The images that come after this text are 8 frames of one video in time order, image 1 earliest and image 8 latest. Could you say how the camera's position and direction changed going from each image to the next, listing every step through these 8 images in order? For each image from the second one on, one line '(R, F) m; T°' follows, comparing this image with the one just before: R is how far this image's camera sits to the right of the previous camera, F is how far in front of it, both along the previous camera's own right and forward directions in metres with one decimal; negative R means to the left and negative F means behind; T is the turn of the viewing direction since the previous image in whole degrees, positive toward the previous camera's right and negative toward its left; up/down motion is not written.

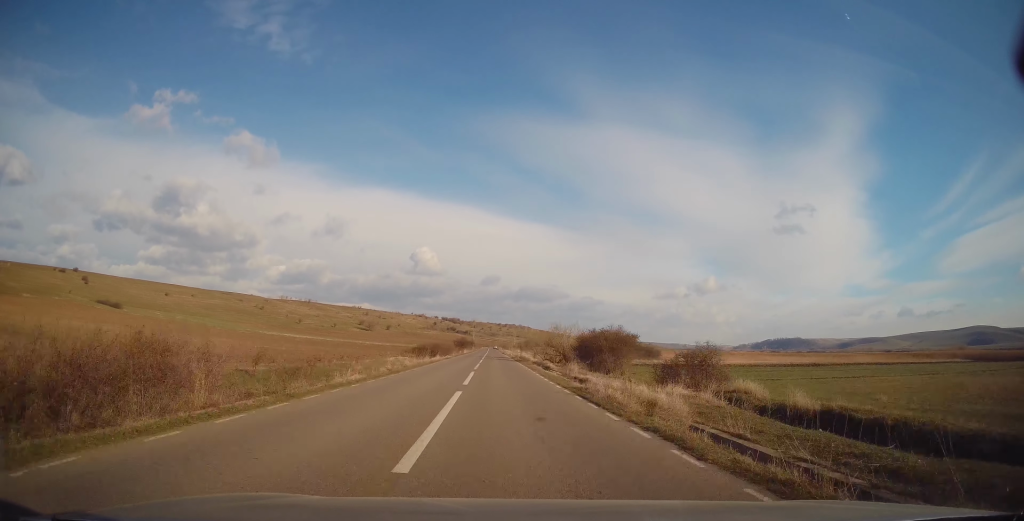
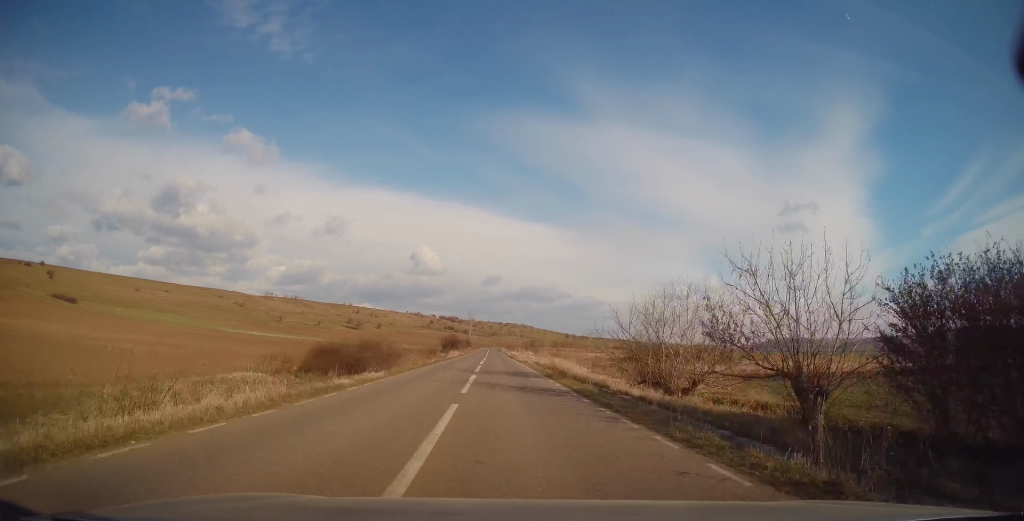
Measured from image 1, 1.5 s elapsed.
(+0.4, +39.7) m; +1°
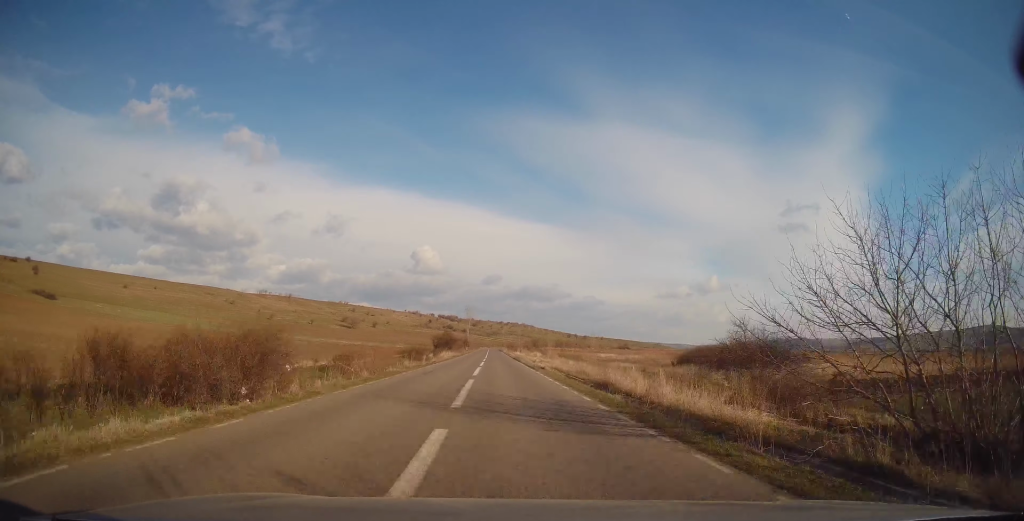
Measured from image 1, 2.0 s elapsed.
(+0.2, +14.9) m; 0°
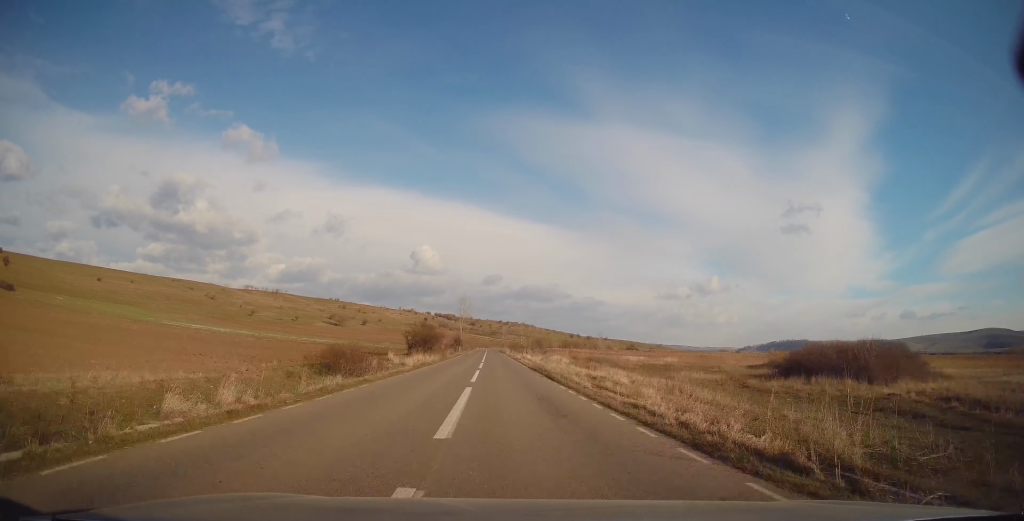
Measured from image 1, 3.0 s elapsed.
(-0.4, +27.6) m; -1°
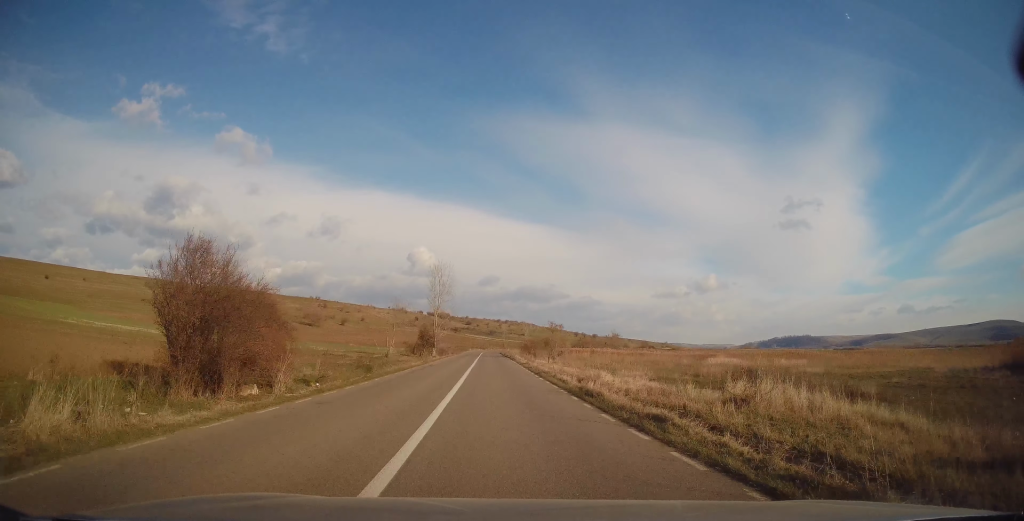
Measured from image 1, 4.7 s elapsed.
(-0.1, +45.8) m; 0°
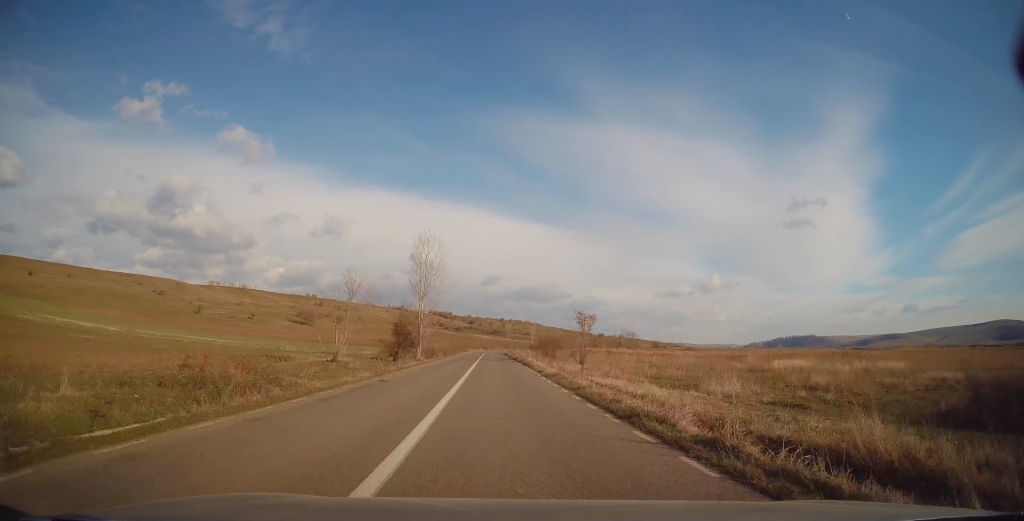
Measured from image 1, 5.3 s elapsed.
(0.0, +16.9) m; 0°
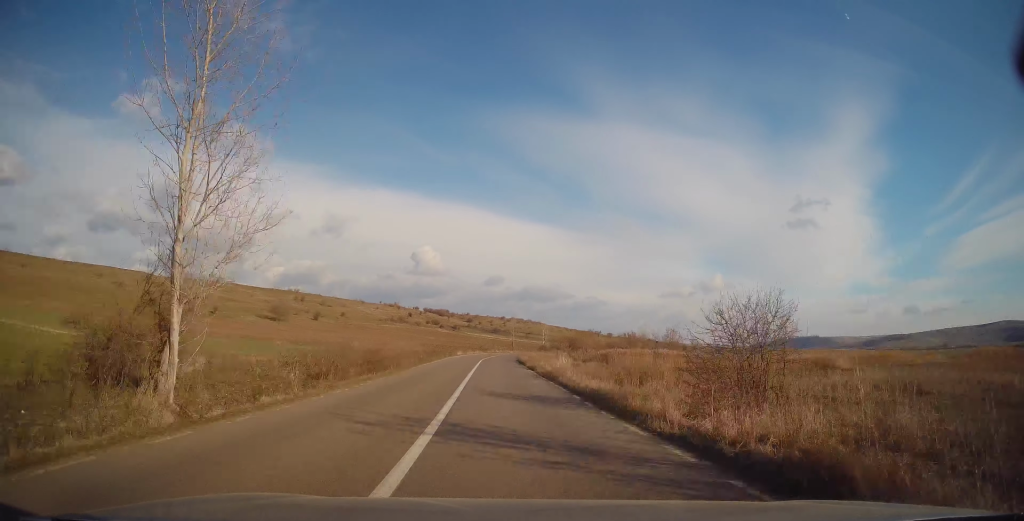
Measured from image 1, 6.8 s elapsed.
(+0.1, +39.2) m; +1°
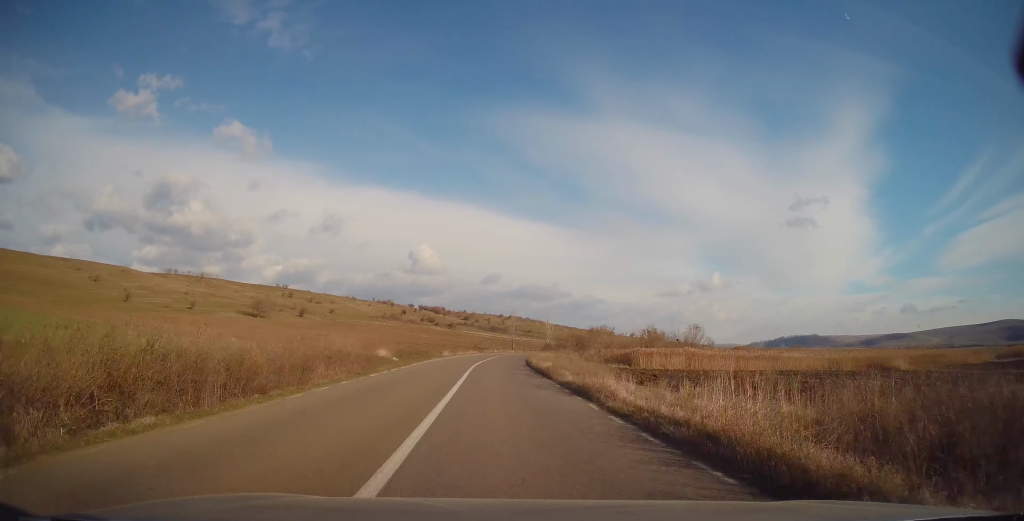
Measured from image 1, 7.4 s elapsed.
(+0.2, +16.3) m; +1°
